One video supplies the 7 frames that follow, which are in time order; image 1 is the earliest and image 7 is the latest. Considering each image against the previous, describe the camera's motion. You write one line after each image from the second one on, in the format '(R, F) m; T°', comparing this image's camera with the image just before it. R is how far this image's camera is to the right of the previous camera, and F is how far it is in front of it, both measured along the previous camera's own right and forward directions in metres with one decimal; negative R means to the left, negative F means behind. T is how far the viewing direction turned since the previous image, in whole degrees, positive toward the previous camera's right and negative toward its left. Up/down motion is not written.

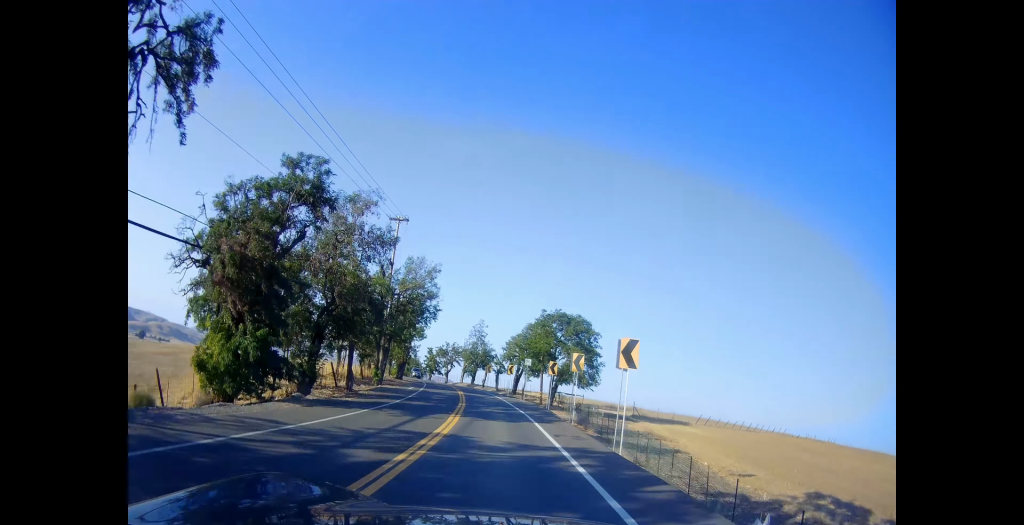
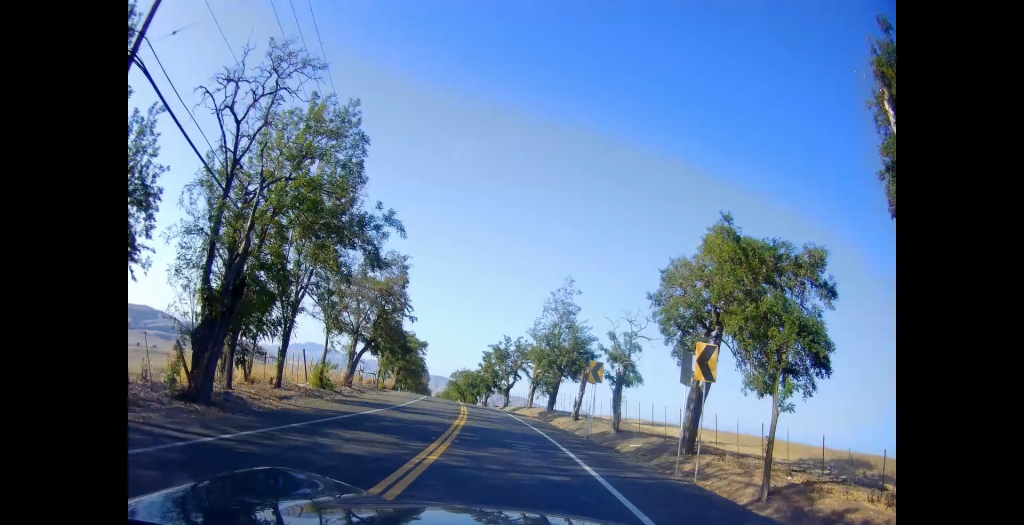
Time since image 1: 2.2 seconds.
(-3.0, +46.3) m; -9°
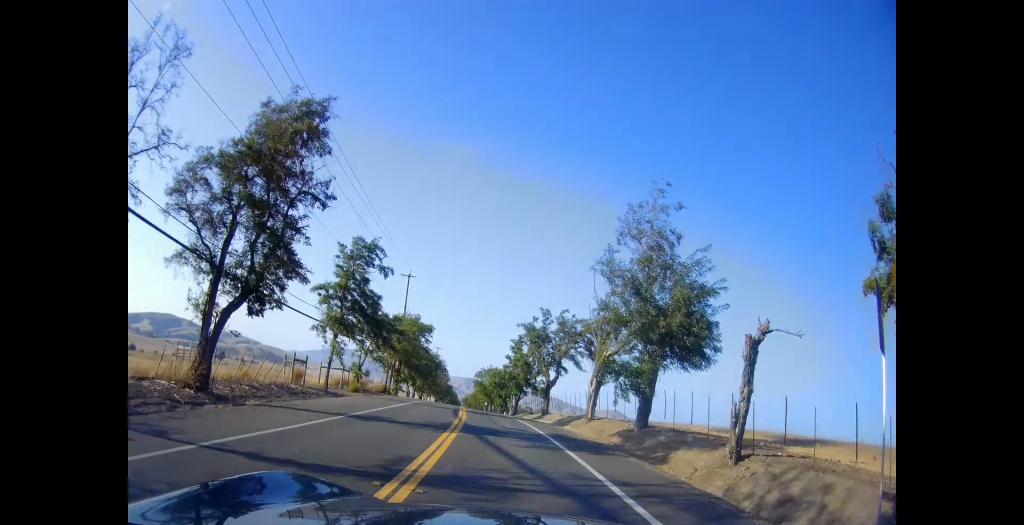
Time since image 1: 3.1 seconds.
(-0.5, +21.0) m; -3°
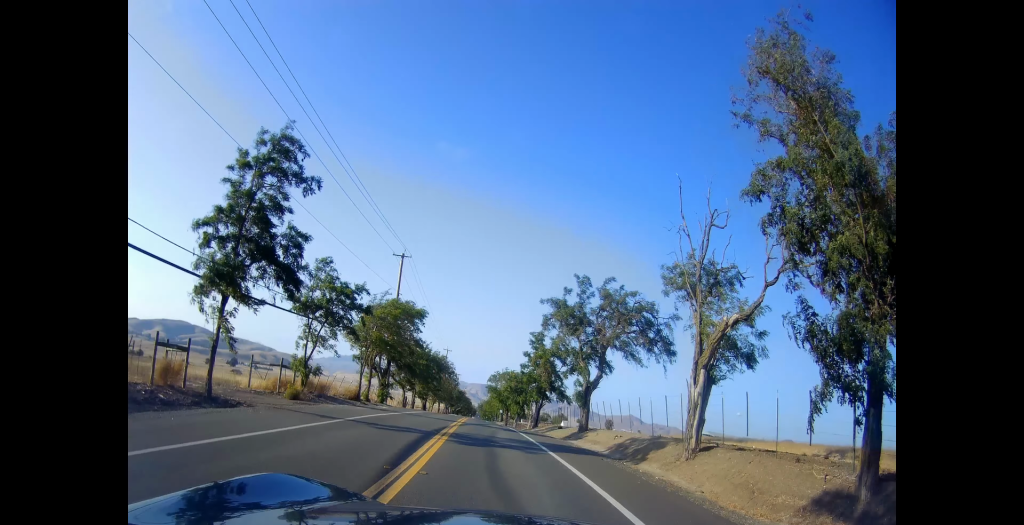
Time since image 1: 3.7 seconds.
(-0.4, +13.7) m; -3°
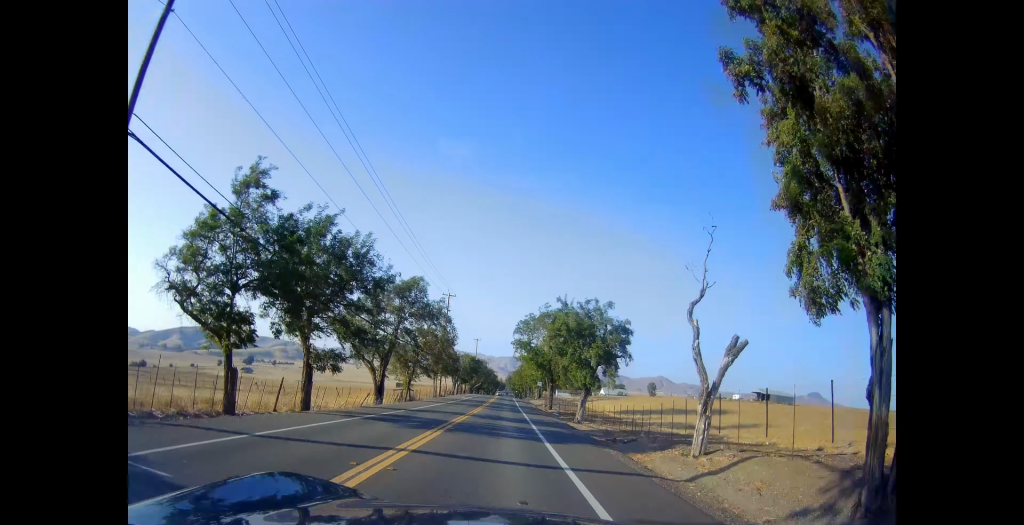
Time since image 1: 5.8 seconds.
(-2.0, +46.7) m; -3°
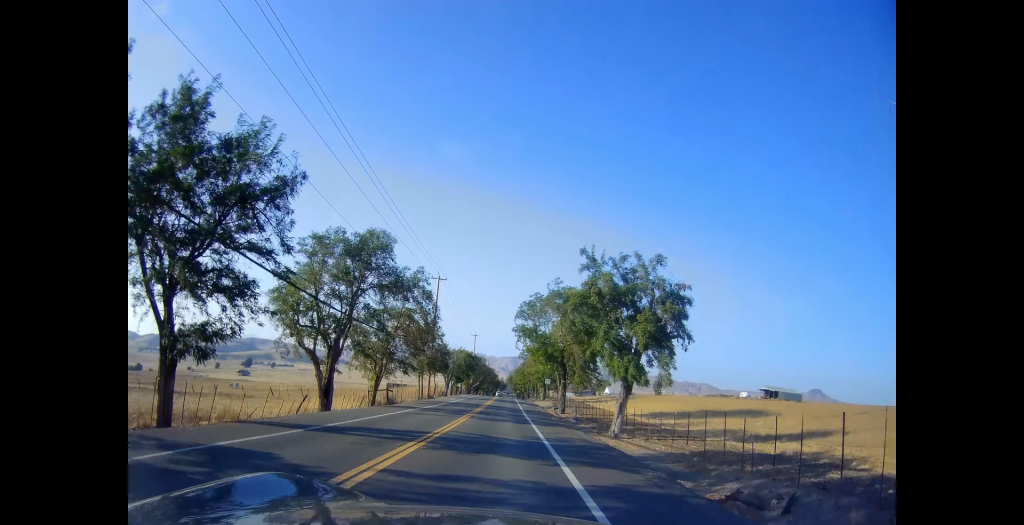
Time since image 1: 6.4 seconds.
(-0.1, +12.2) m; -1°
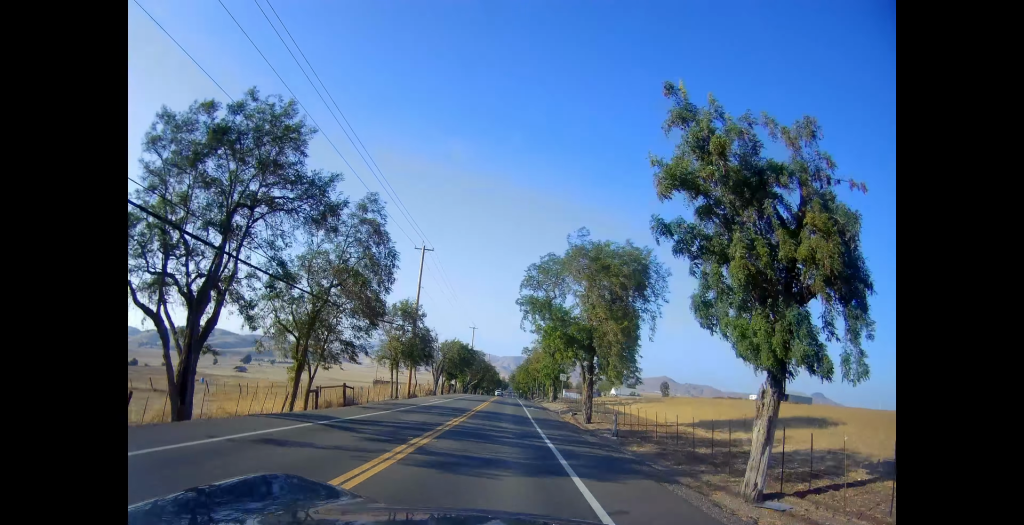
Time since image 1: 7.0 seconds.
(-0.4, +14.2) m; -1°
